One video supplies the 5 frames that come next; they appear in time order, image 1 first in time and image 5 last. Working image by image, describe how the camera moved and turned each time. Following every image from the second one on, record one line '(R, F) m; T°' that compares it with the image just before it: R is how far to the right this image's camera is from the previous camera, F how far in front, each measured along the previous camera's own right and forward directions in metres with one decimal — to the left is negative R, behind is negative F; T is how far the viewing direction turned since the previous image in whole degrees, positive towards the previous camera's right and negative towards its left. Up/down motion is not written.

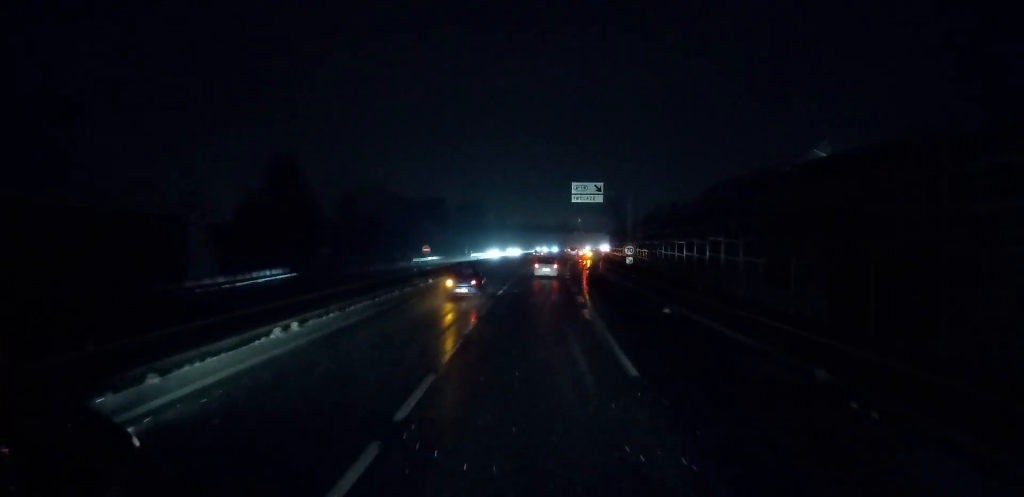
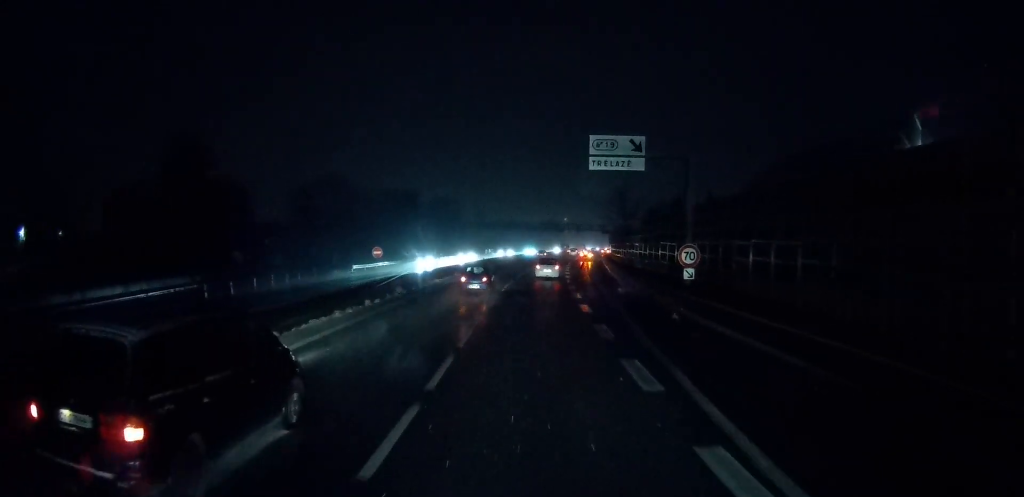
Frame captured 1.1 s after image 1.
(+0.3, +23.5) m; +1°
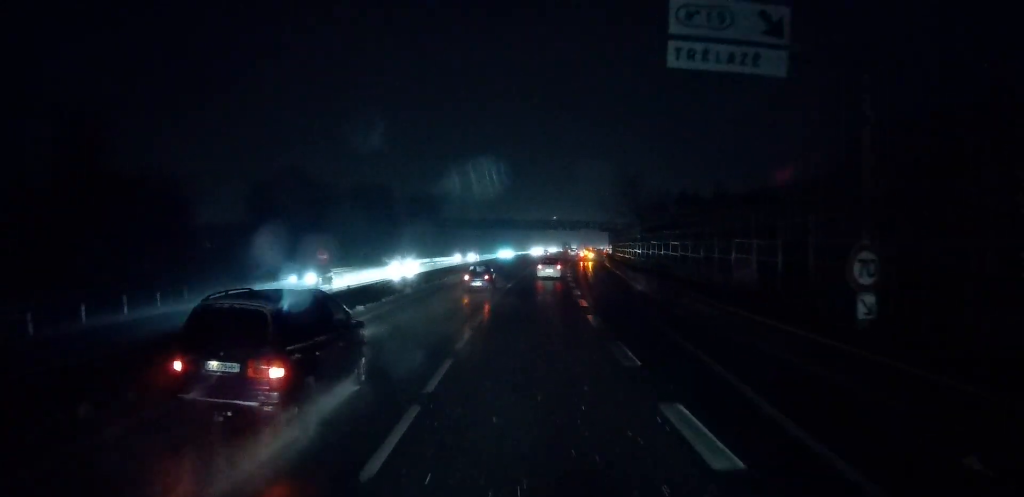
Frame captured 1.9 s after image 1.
(-0.1, +17.2) m; +1°
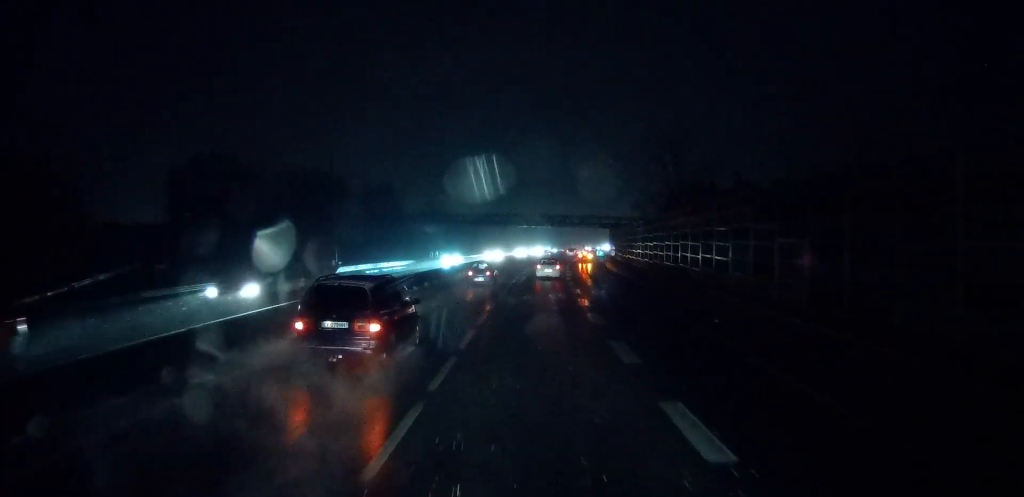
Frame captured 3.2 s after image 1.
(+0.4, +25.7) m; +2°
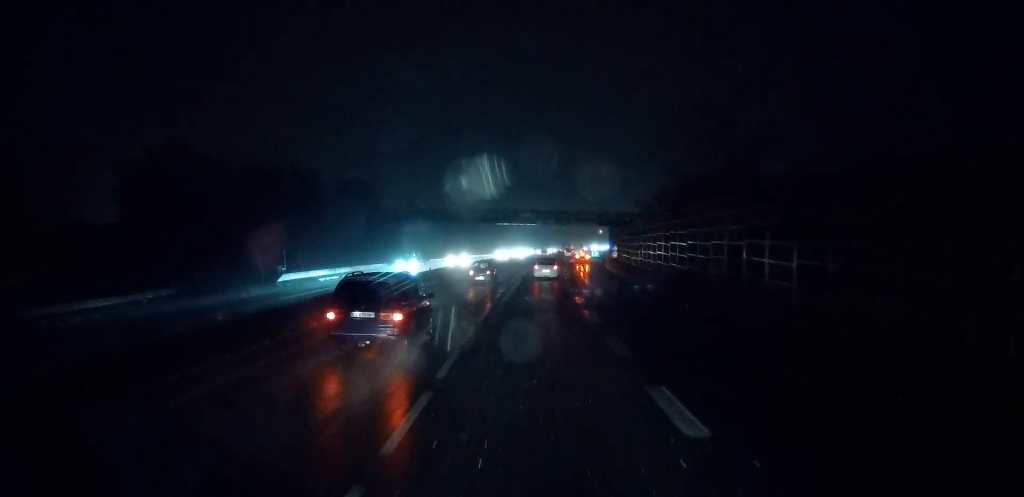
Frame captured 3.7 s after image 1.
(+0.1, +12.1) m; +1°
